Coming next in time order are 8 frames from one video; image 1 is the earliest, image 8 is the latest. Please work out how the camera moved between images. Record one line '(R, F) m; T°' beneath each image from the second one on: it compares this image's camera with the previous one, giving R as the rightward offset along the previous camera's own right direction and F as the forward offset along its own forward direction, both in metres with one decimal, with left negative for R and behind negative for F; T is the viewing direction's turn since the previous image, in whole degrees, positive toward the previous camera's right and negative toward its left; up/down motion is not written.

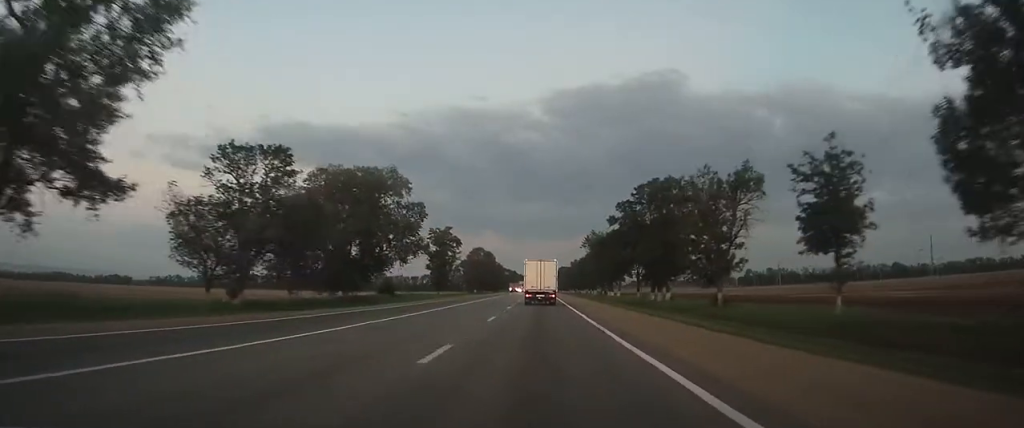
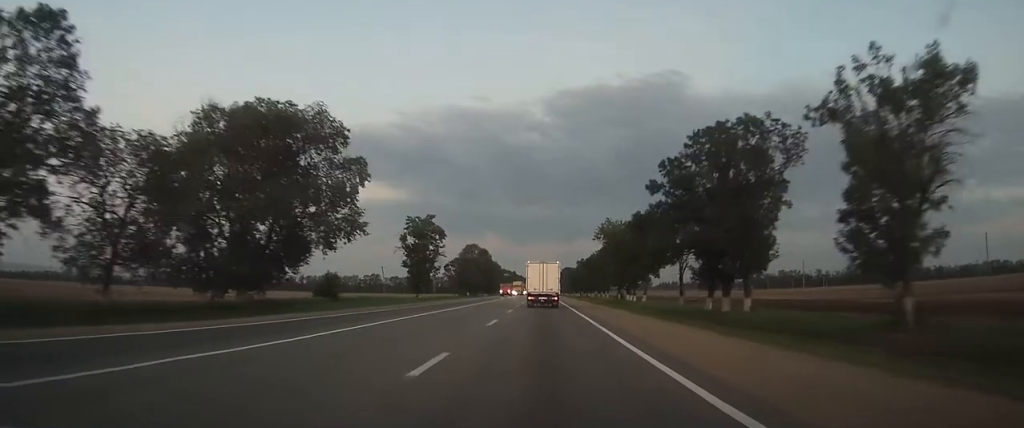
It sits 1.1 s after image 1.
(0.0, +25.2) m; 0°
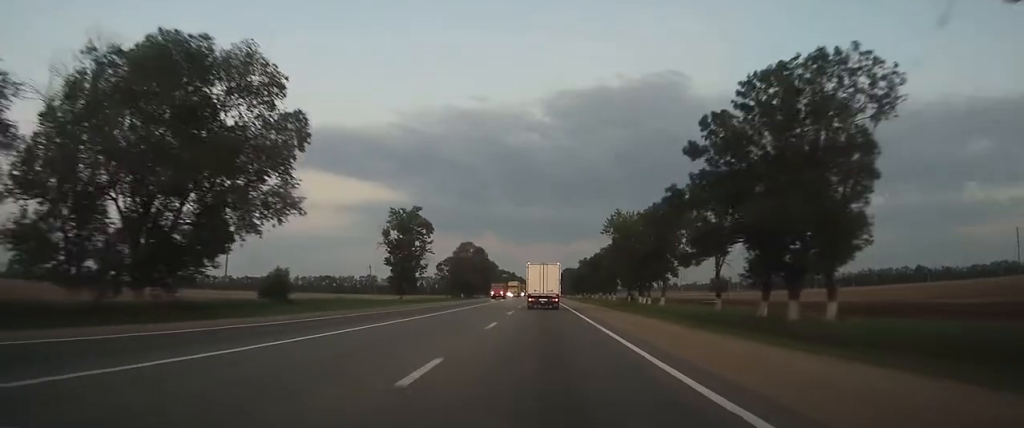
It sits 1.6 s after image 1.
(0.0, +12.6) m; 0°
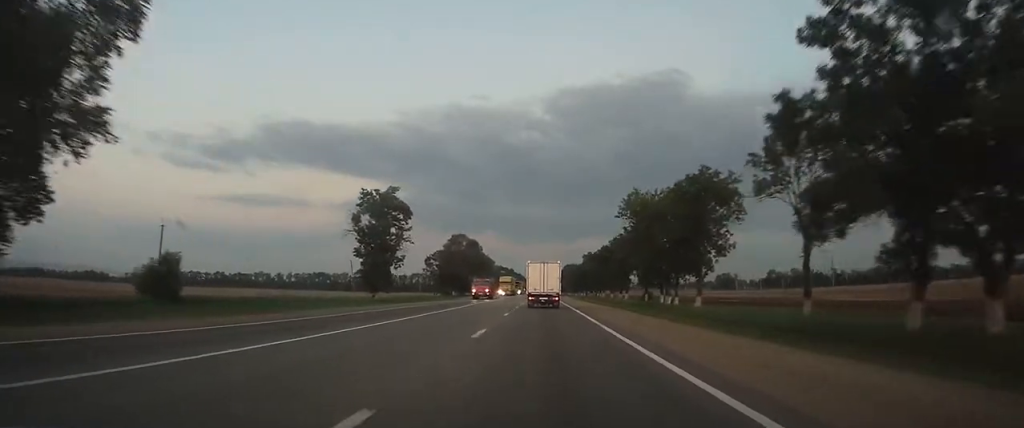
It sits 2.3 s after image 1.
(0.0, +16.7) m; 0°
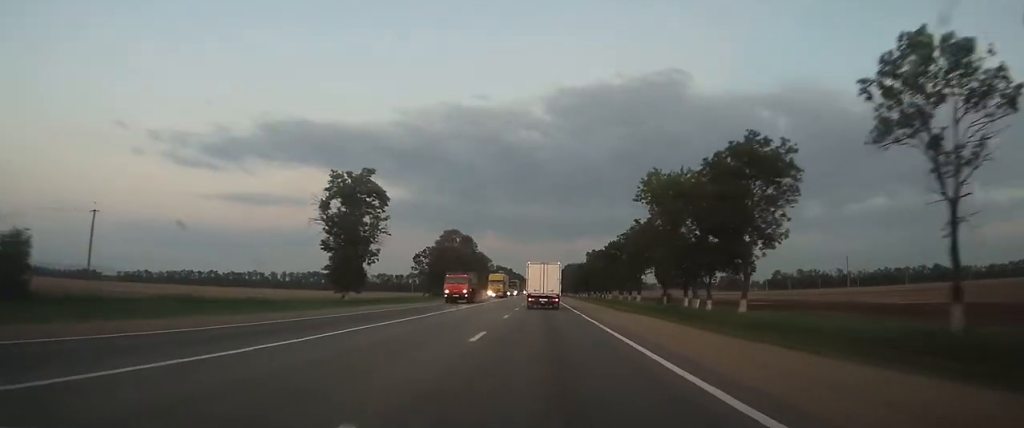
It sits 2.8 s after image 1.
(0.0, +12.7) m; 0°
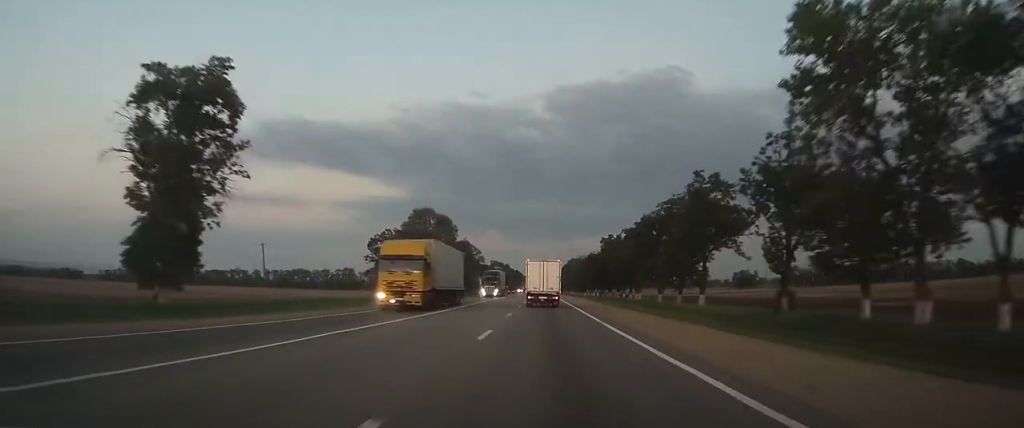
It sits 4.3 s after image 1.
(-0.1, +36.0) m; 0°
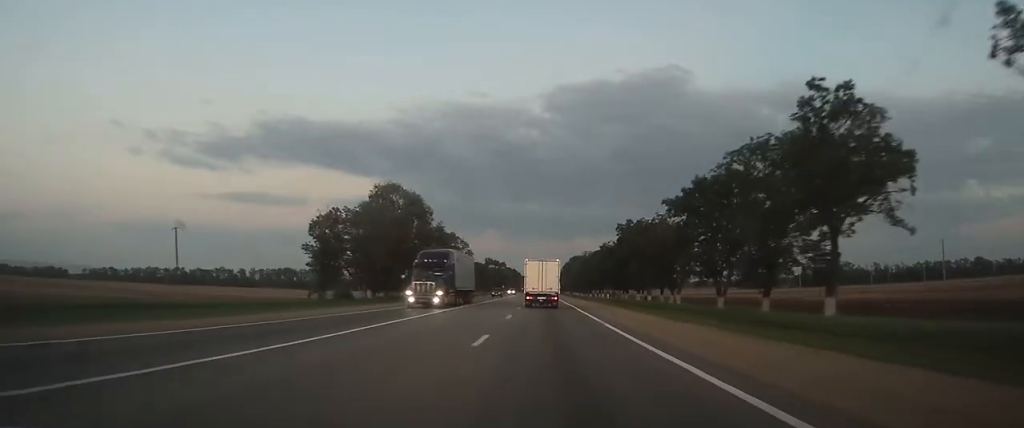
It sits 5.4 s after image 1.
(0.0, +25.8) m; 0°
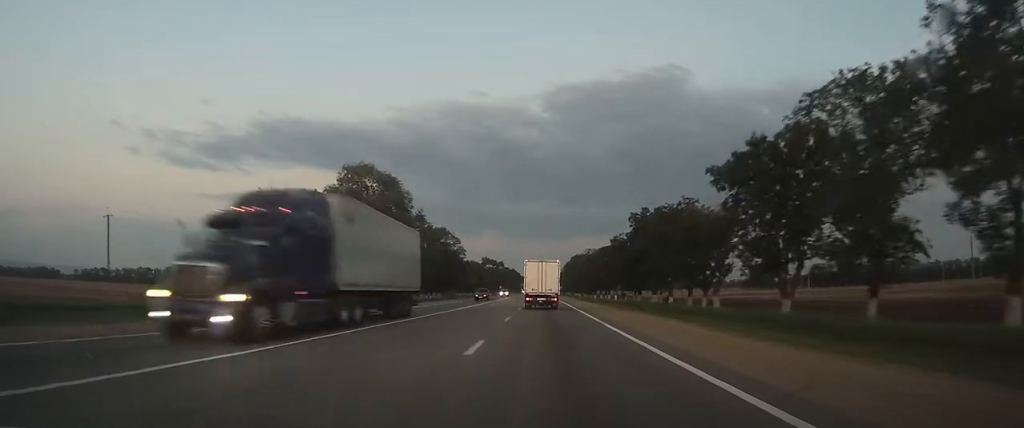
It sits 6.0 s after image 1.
(0.0, +13.7) m; 0°
